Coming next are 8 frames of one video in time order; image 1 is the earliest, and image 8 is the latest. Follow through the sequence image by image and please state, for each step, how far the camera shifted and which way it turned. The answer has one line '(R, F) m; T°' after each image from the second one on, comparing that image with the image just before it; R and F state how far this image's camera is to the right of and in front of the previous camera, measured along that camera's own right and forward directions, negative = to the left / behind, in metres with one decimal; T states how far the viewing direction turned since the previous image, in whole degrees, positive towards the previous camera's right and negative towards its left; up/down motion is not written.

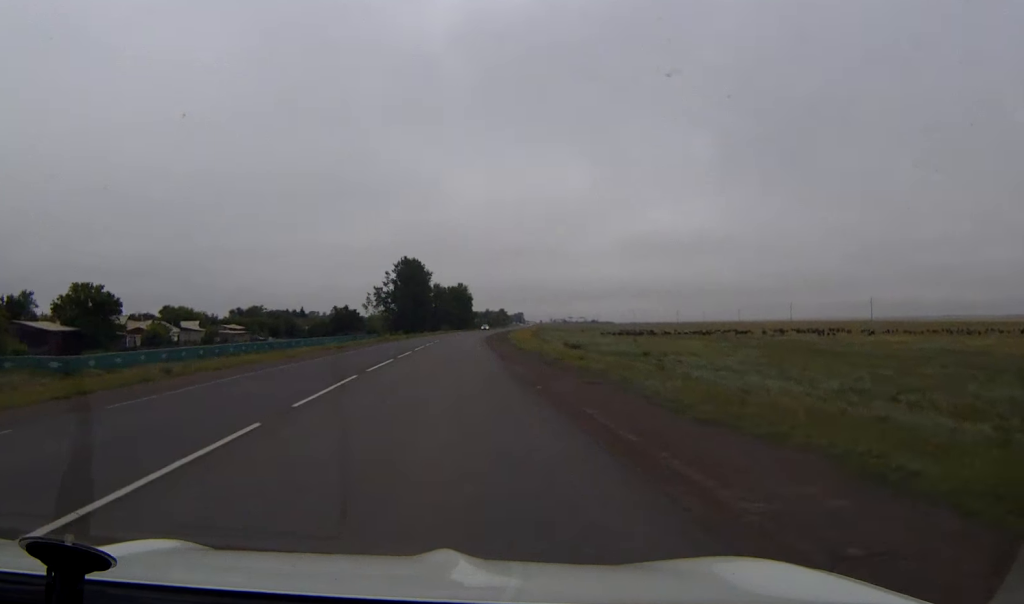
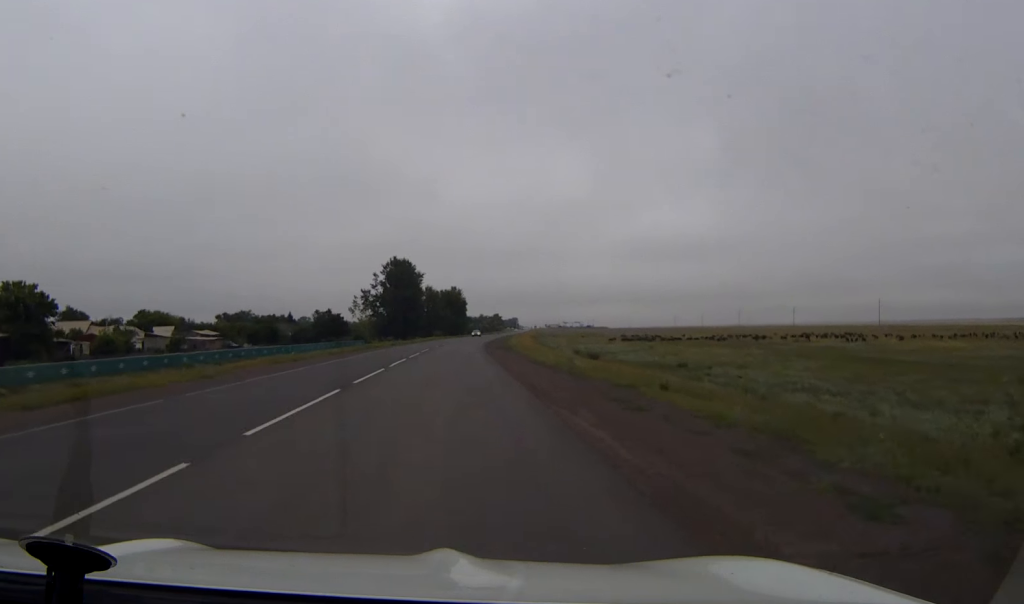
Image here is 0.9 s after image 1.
(+0.1, +15.8) m; 0°
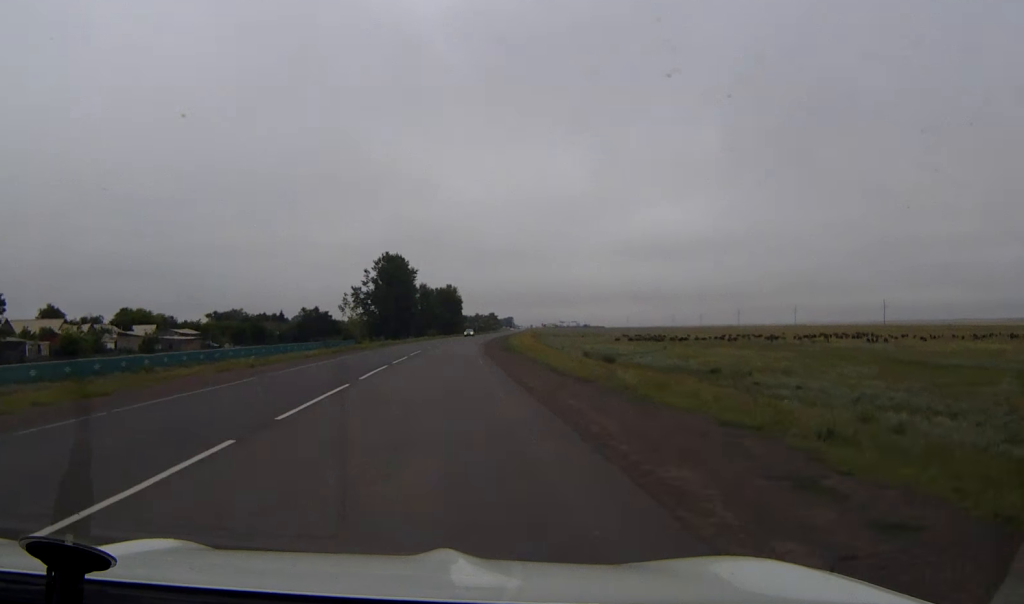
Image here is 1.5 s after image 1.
(0.0, +10.0) m; 0°
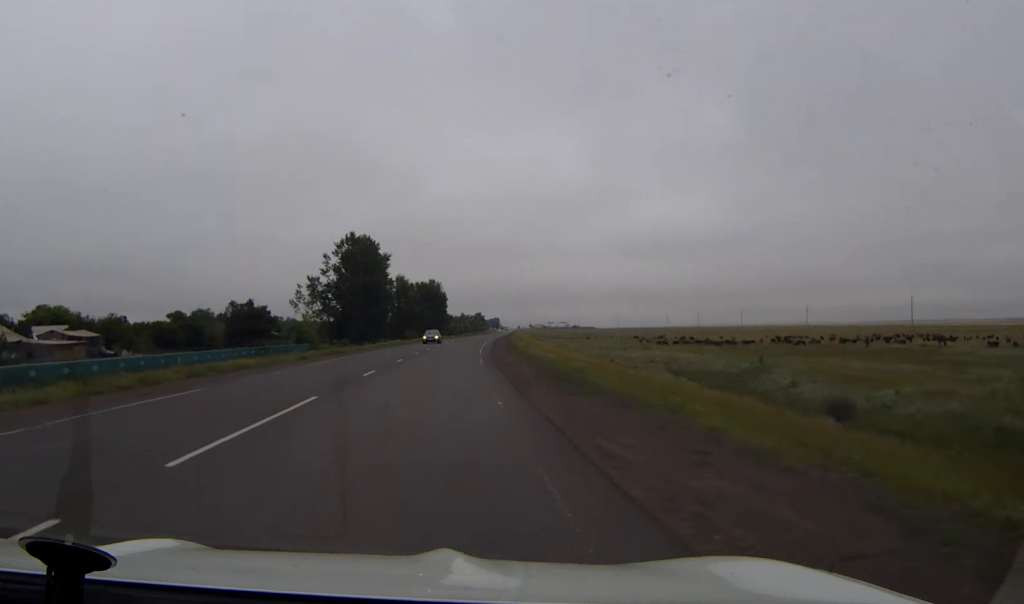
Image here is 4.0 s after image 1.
(+0.3, +41.7) m; +1°
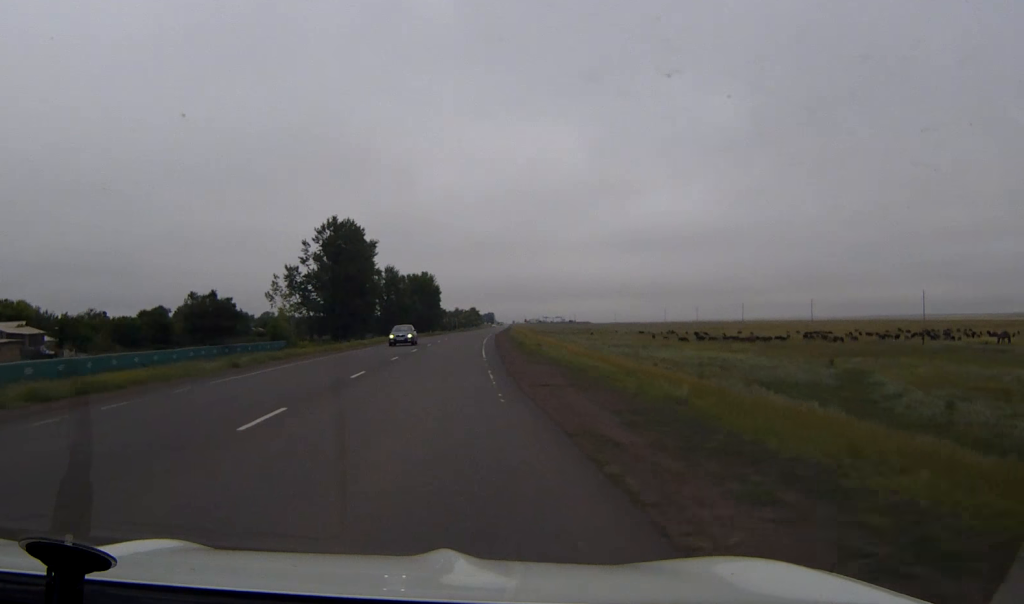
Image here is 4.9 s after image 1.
(+0.1, +15.5) m; +1°
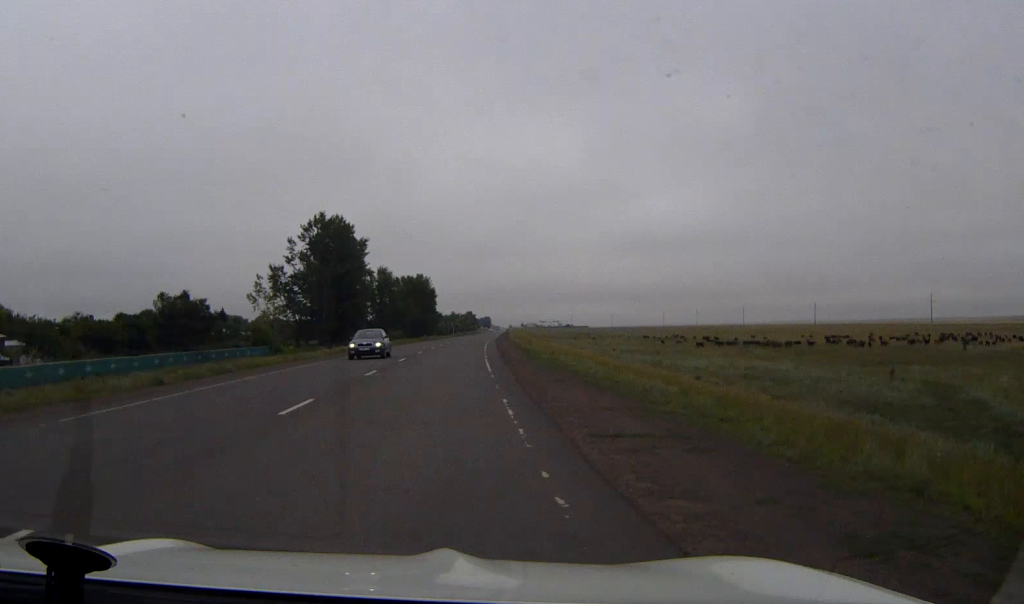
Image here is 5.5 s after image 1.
(0.0, +9.4) m; 0°
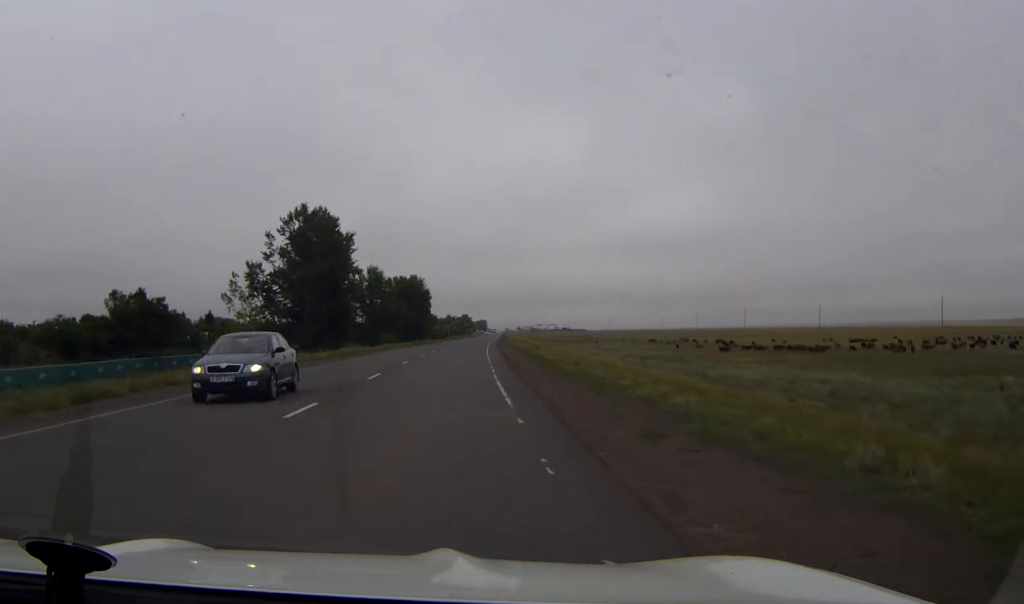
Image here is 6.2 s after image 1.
(+0.1, +12.8) m; 0°
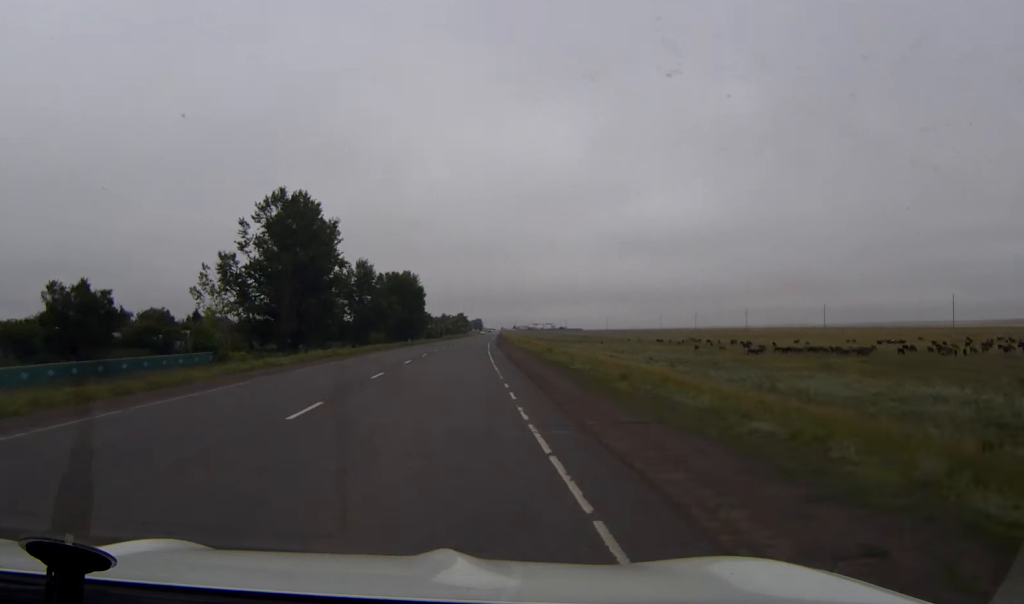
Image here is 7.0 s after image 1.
(0.0, +12.1) m; 0°
